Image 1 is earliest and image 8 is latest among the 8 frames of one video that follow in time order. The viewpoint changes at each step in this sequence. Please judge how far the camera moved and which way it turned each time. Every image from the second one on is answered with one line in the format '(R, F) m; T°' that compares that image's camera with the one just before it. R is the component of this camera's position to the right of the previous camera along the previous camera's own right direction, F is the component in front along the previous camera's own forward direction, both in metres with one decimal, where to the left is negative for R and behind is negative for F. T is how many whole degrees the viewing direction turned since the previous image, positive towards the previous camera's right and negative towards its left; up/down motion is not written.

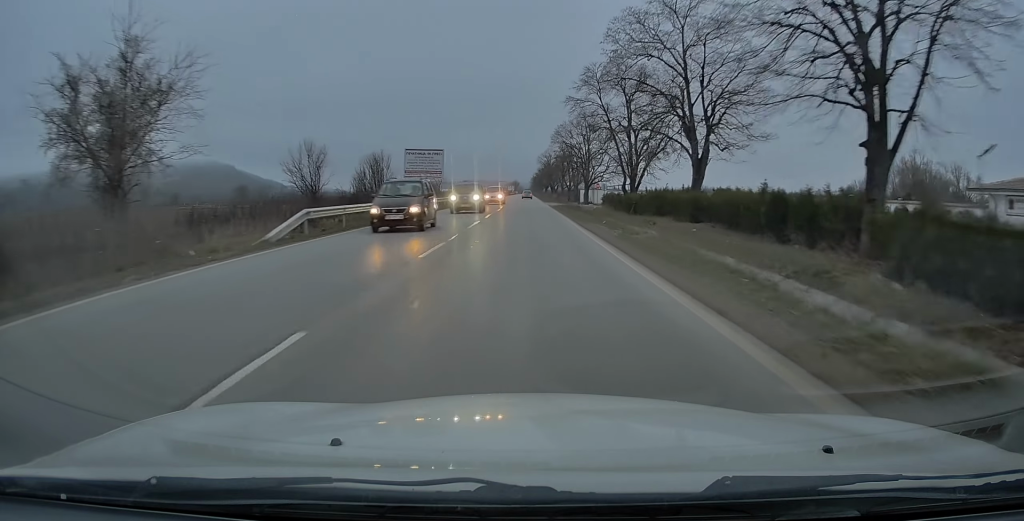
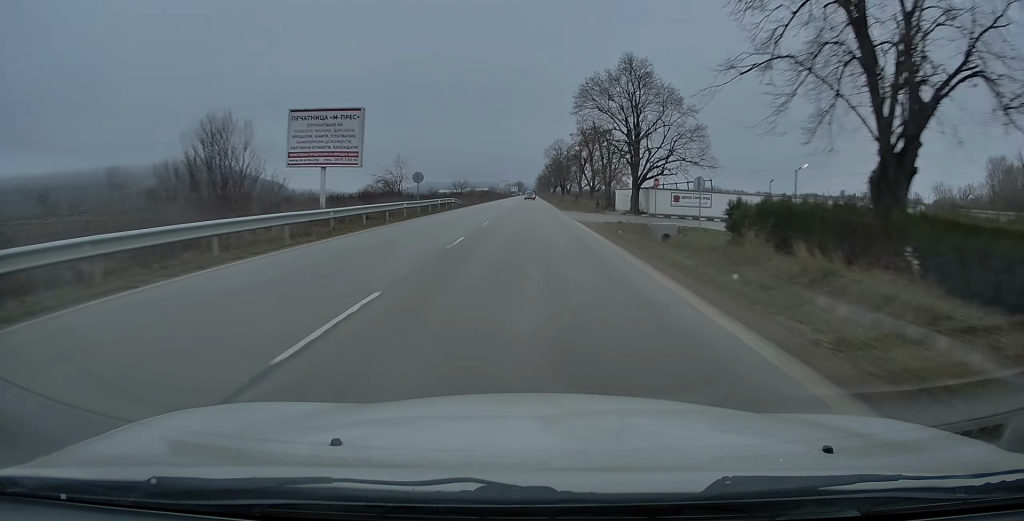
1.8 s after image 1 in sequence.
(-0.3, +34.3) m; -1°
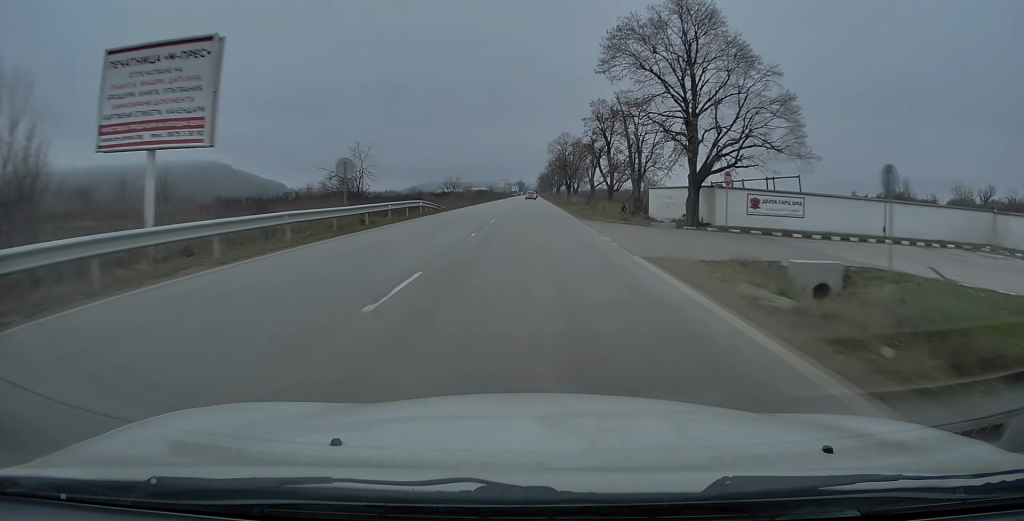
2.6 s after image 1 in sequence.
(+0.1, +16.3) m; 0°
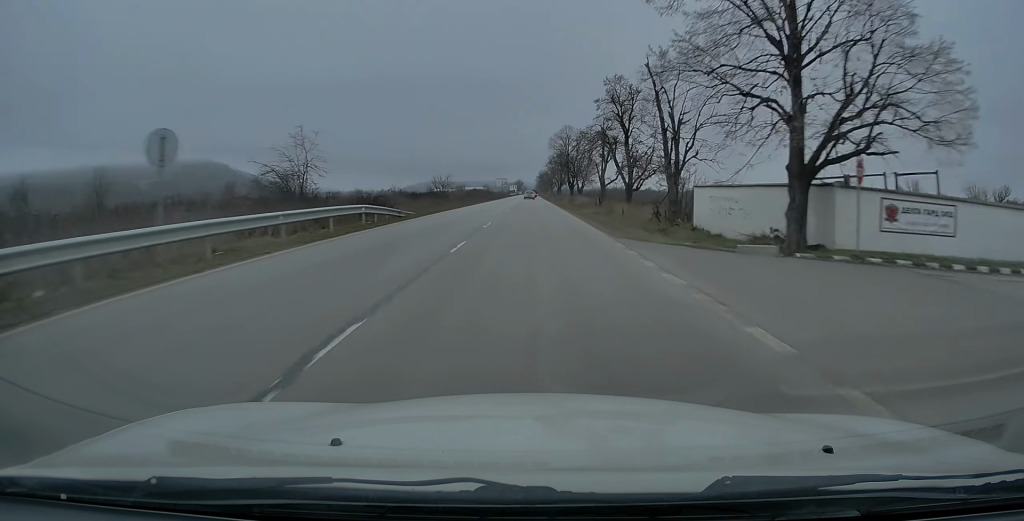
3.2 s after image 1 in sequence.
(-0.1, +12.4) m; 0°
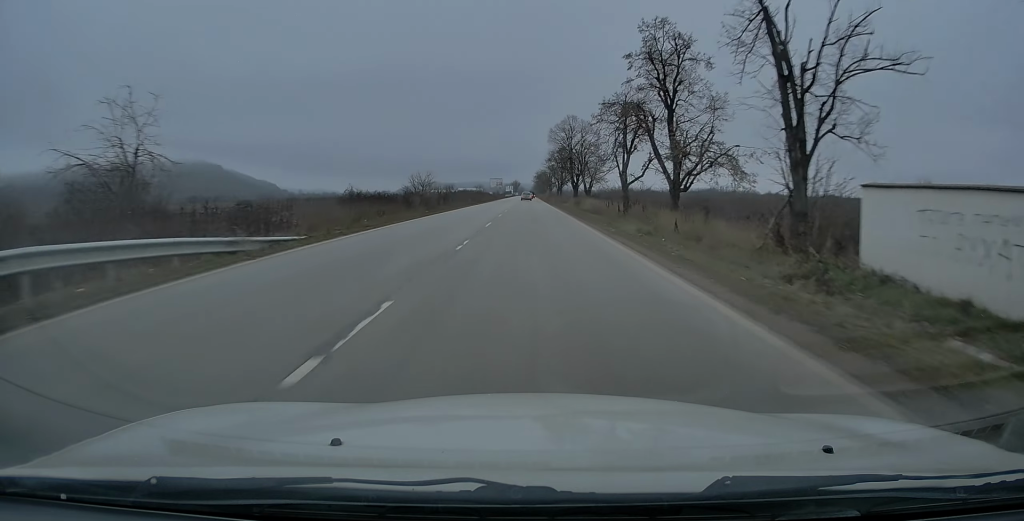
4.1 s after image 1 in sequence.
(+0.1, +17.0) m; 0°
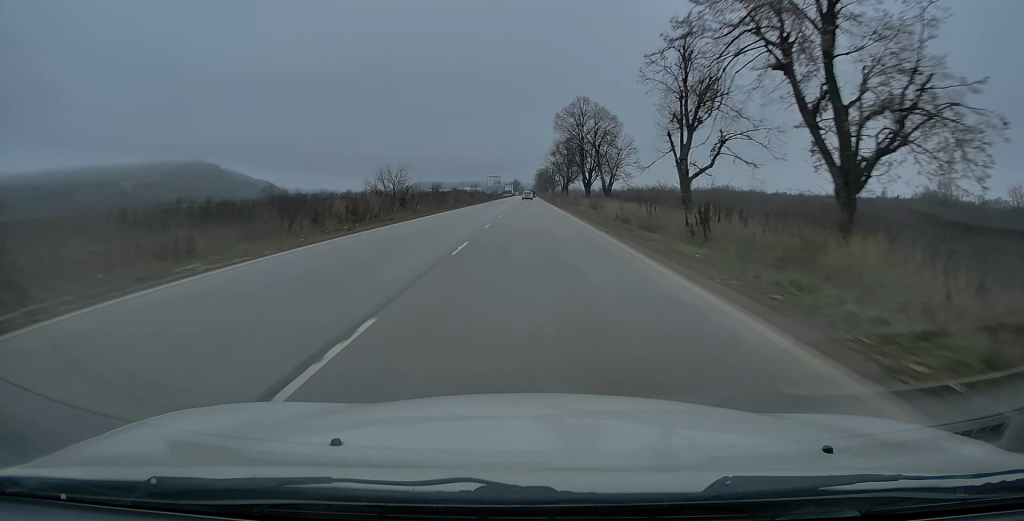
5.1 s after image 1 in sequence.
(+0.1, +19.1) m; 0°
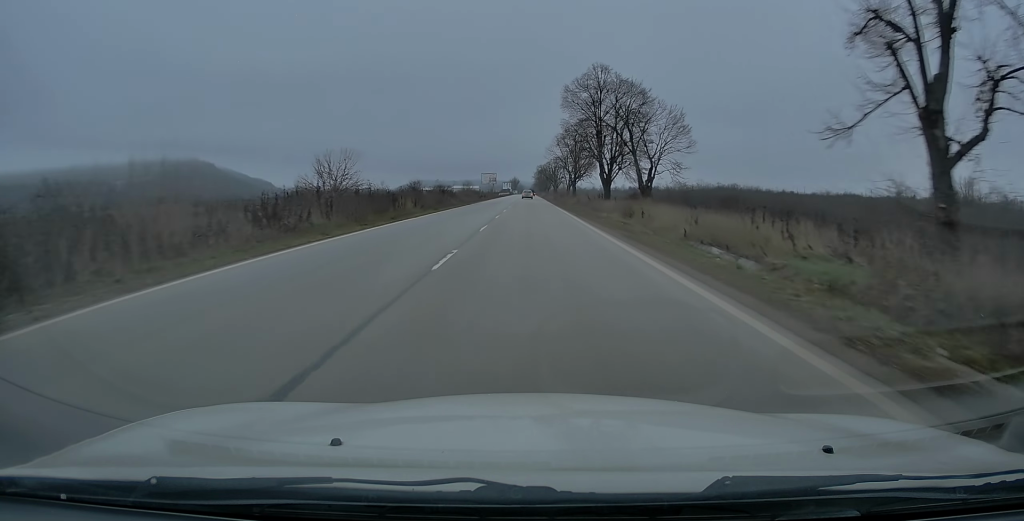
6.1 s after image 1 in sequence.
(-0.1, +20.6) m; 0°
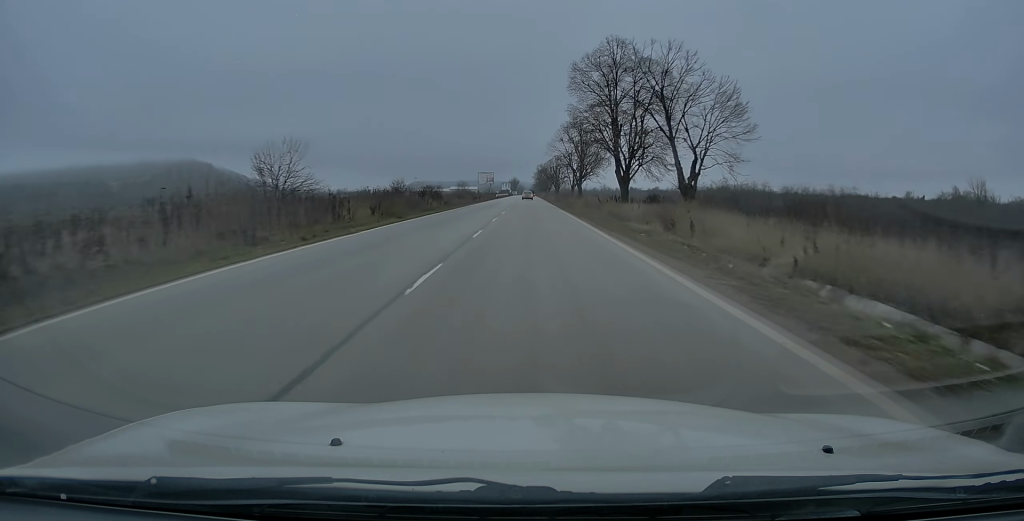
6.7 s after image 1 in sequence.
(-0.1, +11.3) m; 0°
